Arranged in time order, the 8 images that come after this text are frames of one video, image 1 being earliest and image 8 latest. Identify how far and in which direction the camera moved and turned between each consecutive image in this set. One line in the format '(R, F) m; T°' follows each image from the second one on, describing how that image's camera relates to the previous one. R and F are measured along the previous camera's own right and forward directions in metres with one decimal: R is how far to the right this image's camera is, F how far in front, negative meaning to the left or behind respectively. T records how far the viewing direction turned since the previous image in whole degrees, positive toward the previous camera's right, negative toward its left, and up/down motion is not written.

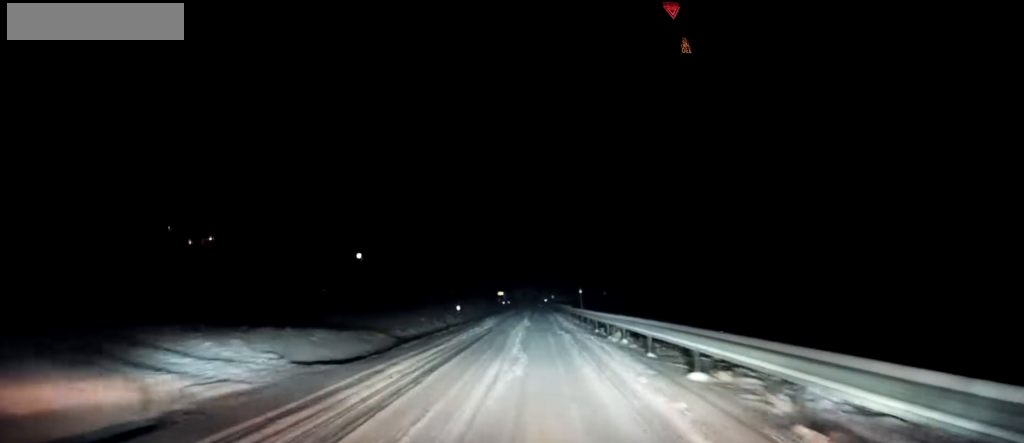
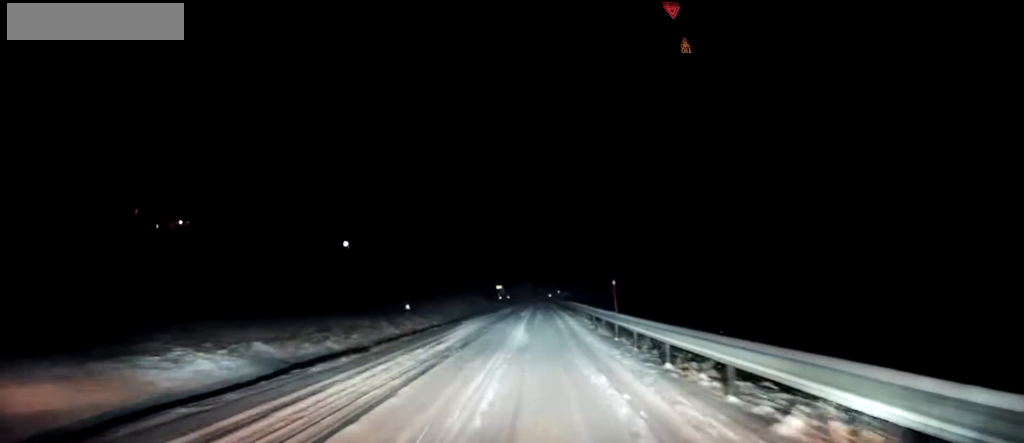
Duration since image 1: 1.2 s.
(0.0, +13.9) m; -1°
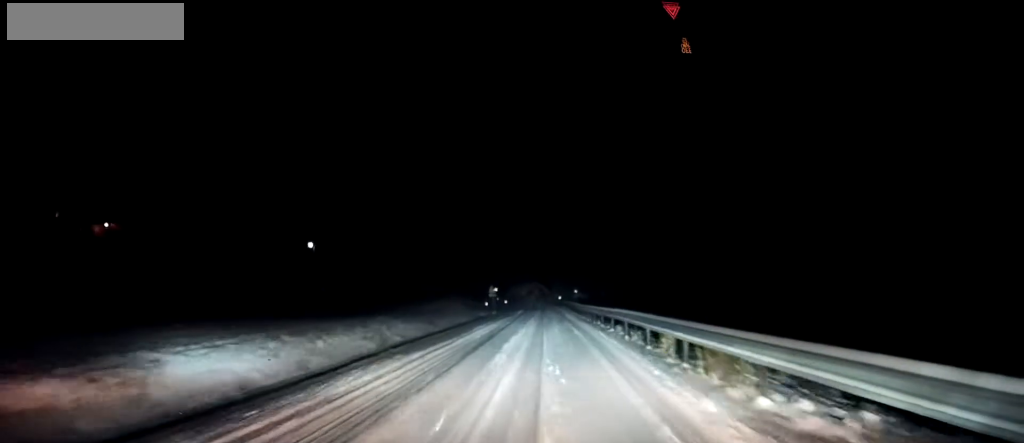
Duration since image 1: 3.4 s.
(-0.4, +24.8) m; 0°
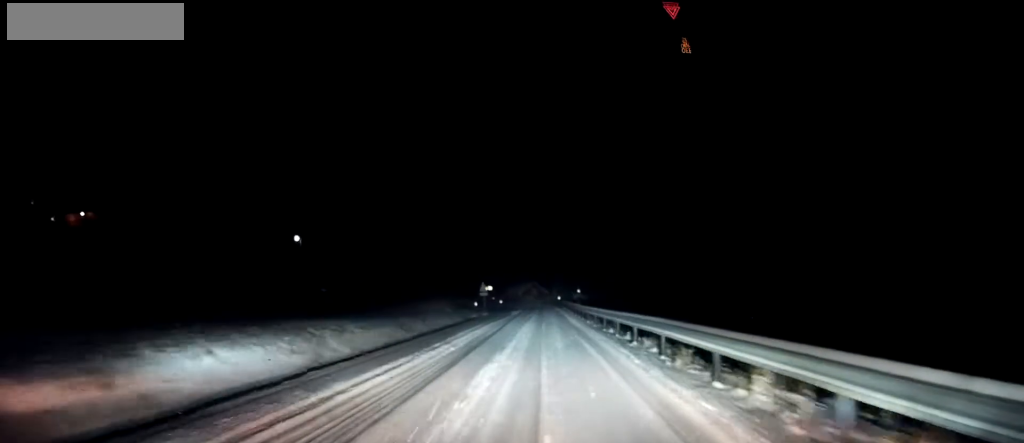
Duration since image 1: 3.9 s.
(+0.1, +6.1) m; 0°
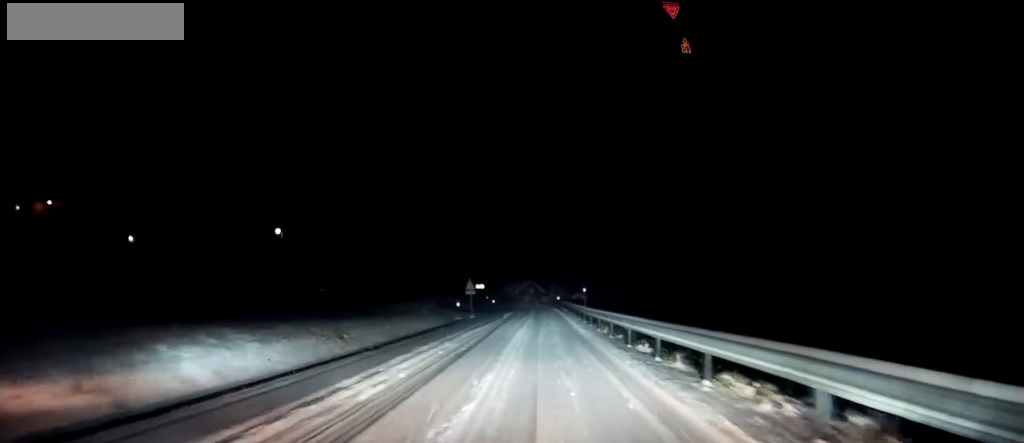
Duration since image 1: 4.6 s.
(0.0, +7.6) m; -1°
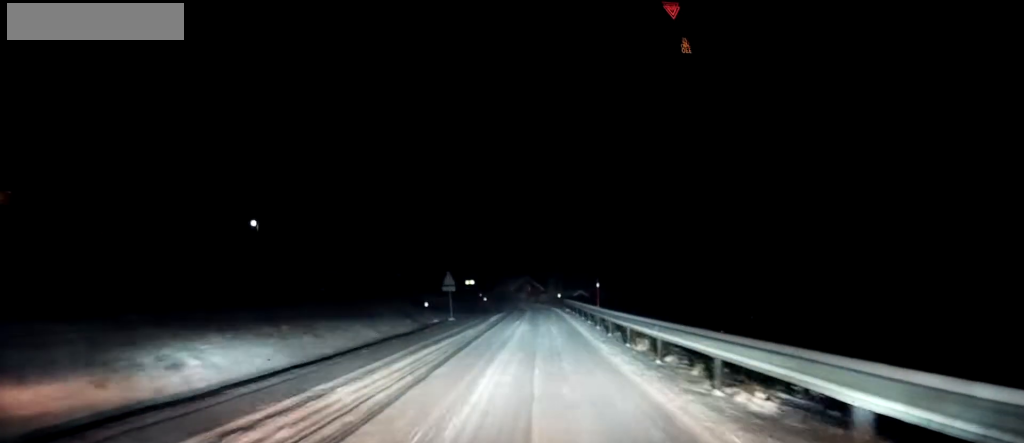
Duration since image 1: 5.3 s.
(-0.2, +8.7) m; 0°
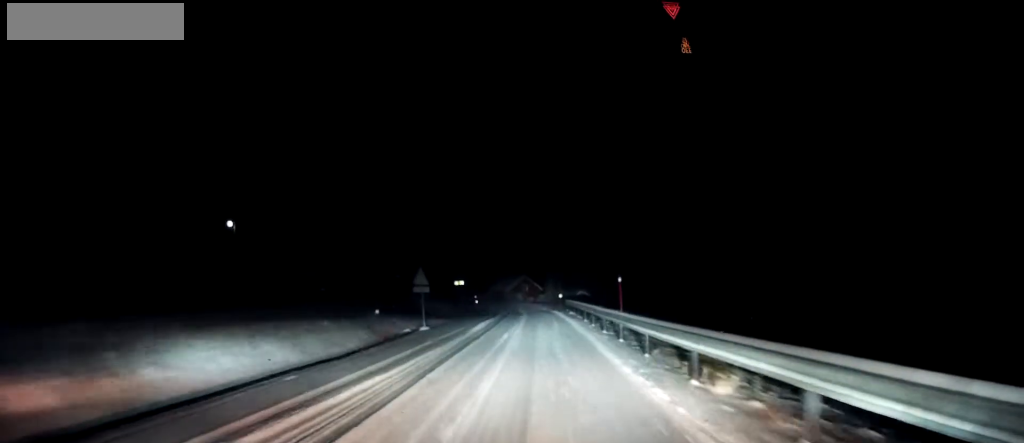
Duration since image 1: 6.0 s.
(-0.1, +7.2) m; 0°
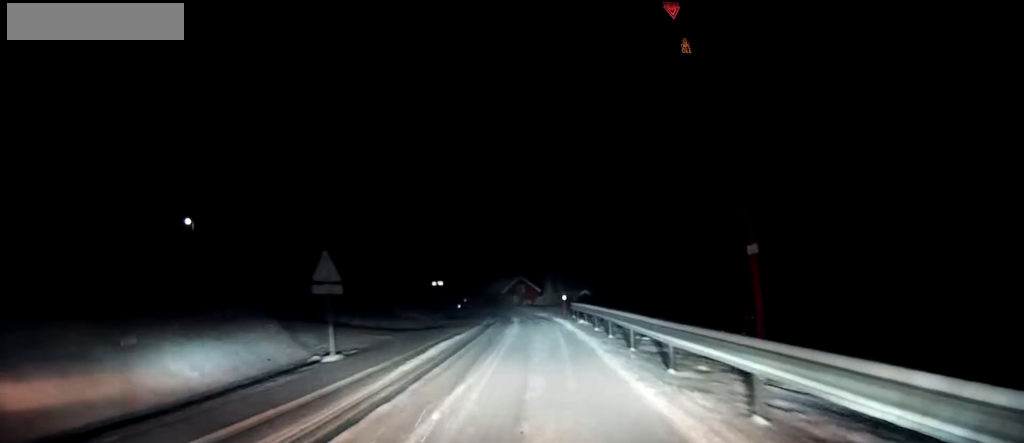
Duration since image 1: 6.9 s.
(+0.3, +11.0) m; +2°
